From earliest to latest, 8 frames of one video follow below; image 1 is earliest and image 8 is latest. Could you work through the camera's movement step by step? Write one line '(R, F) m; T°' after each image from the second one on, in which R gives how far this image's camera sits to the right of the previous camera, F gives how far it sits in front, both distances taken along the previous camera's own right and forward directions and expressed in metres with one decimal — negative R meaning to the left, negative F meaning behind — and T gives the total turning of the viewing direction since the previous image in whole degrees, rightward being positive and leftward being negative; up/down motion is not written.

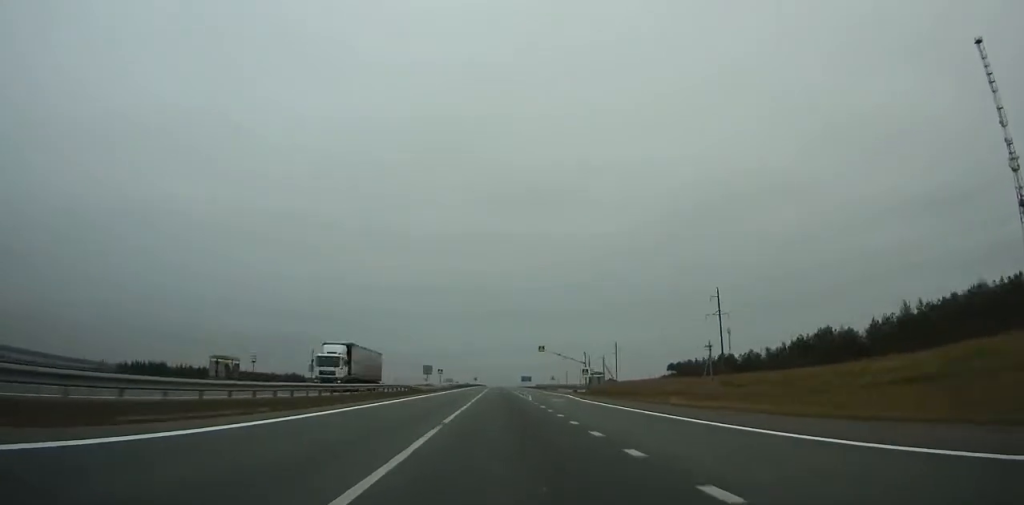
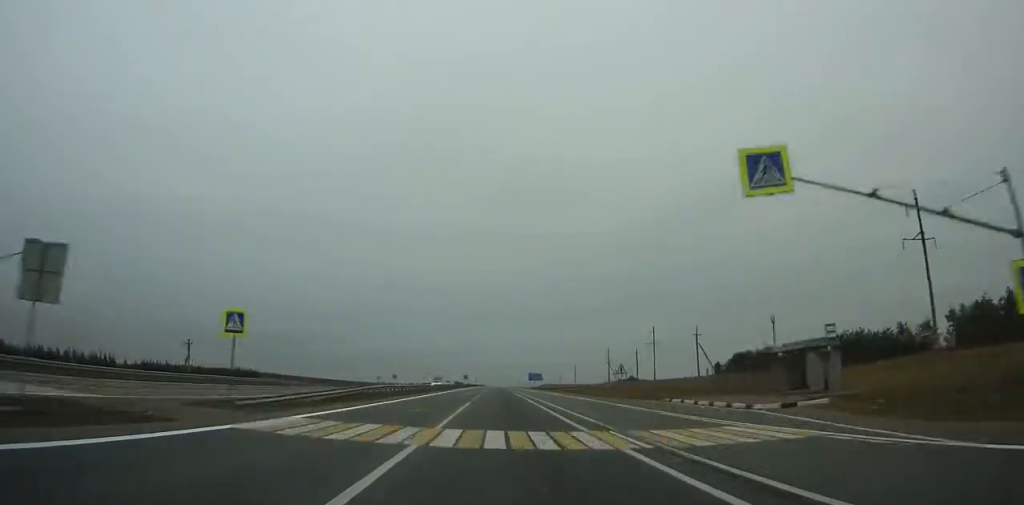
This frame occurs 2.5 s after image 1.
(+0.1, +68.8) m; 0°
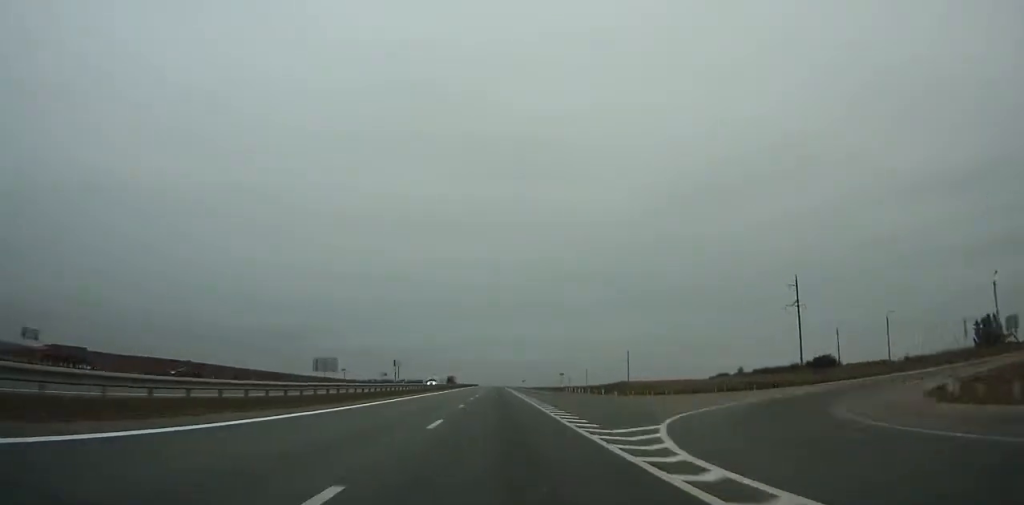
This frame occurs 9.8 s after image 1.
(-0.1, +202.3) m; 0°
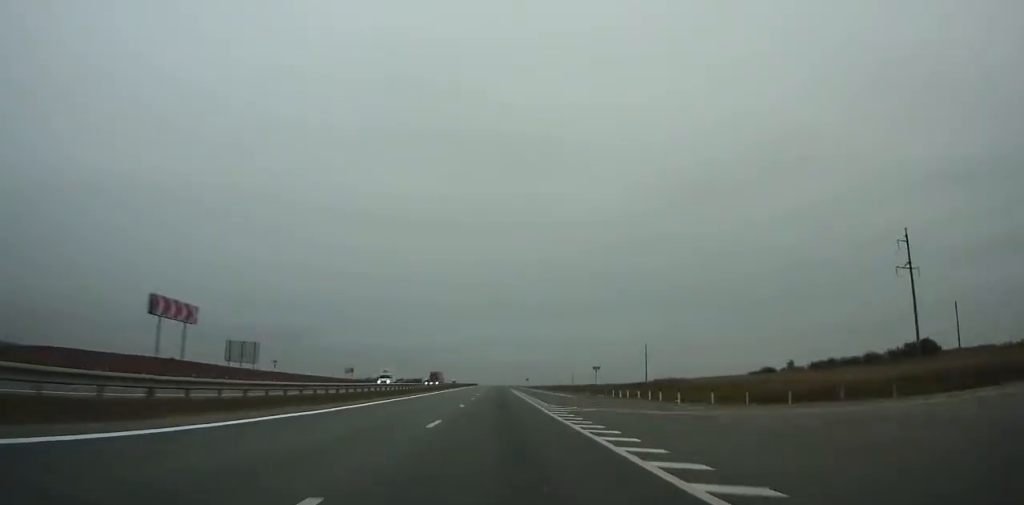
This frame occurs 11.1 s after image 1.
(0.0, +36.2) m; 0°
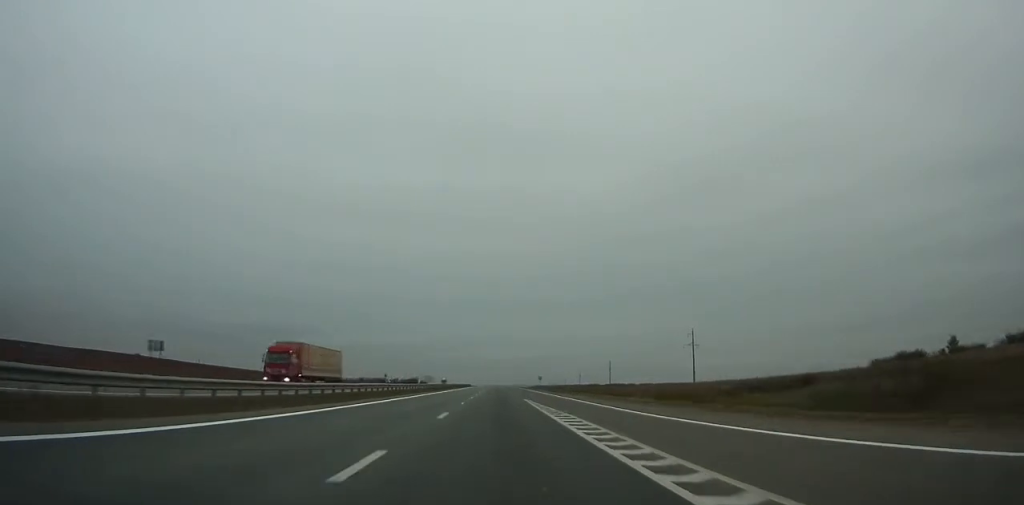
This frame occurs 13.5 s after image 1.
(0.0, +67.2) m; 0°
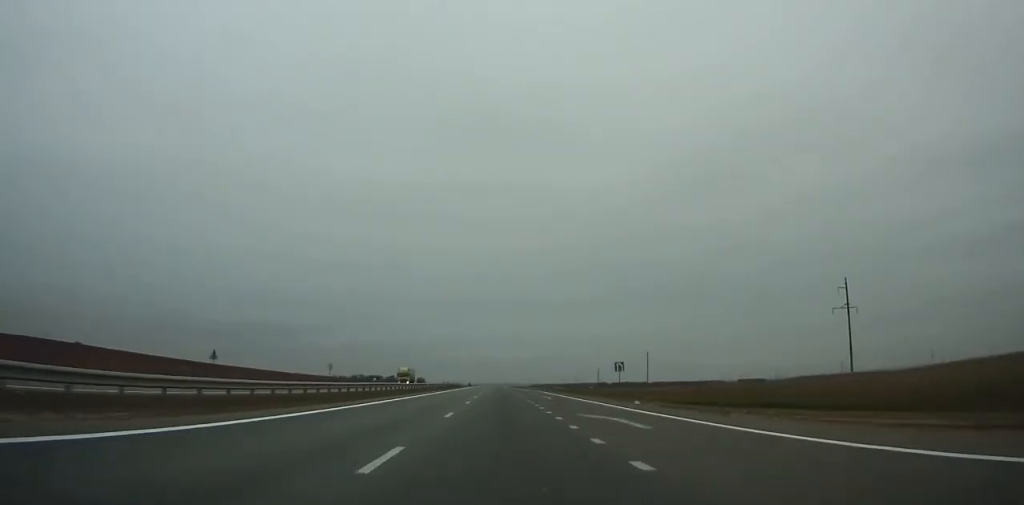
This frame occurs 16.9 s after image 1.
(0.0, +96.4) m; 0°
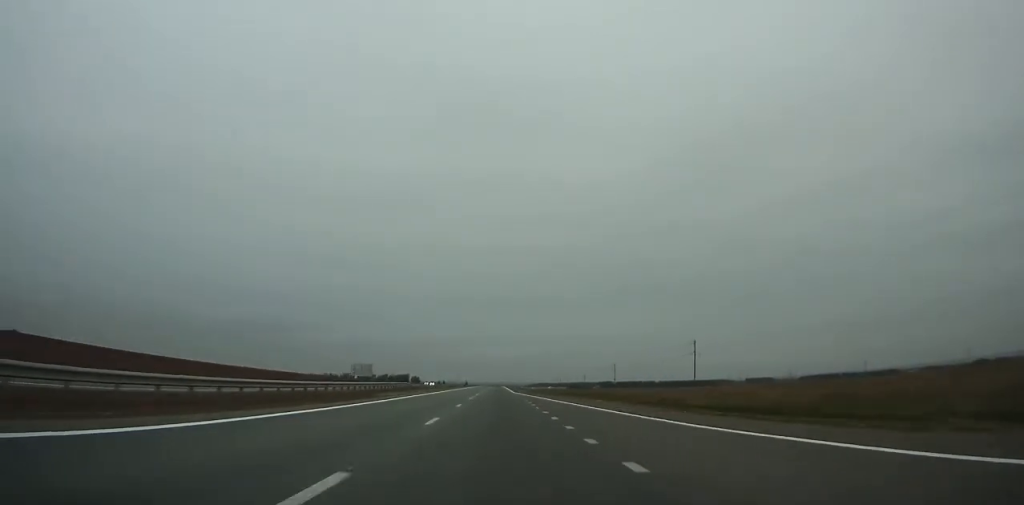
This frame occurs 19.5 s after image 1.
(+0.1, +75.0) m; 0°
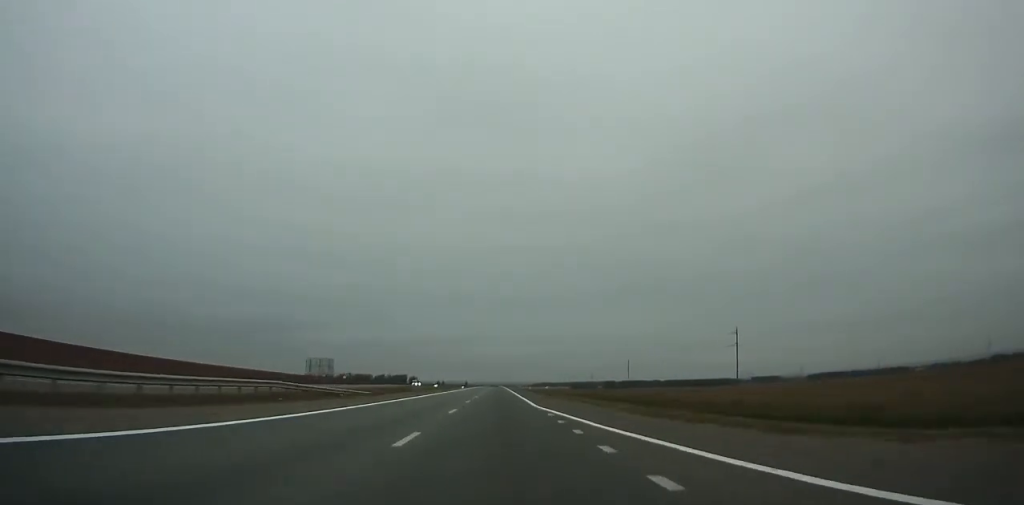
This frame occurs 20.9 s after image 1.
(+0.1, +40.8) m; 0°
